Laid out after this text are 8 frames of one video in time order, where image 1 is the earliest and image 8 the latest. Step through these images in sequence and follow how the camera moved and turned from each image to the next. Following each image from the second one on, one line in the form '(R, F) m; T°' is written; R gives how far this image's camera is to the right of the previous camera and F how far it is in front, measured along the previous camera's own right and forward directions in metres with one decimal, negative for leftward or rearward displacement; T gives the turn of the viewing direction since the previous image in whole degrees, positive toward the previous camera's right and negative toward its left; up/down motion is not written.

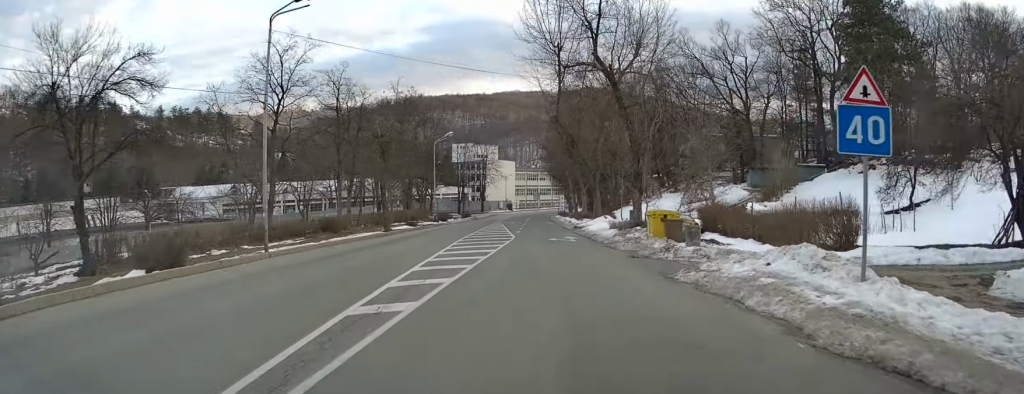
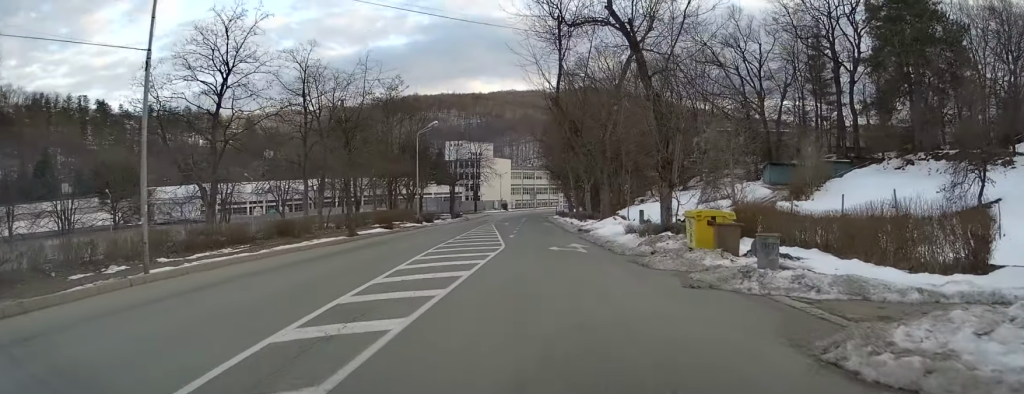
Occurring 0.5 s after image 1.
(-0.1, +6.8) m; 0°
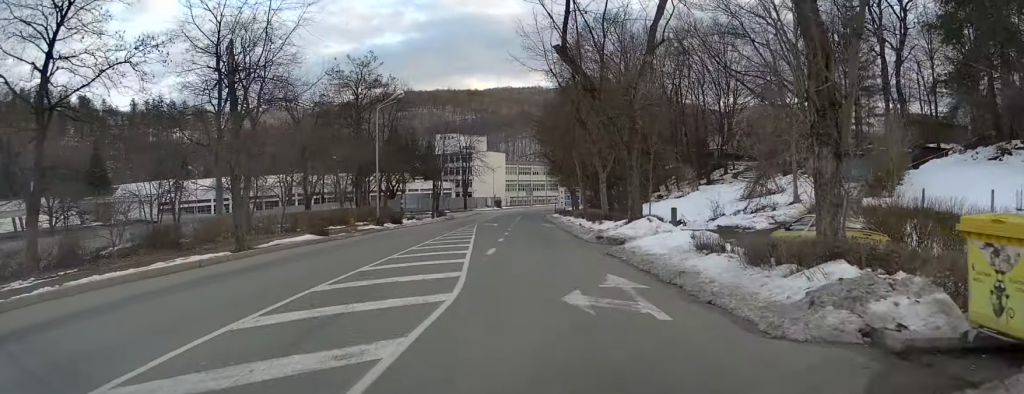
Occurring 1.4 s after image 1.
(+0.2, +12.2) m; -1°
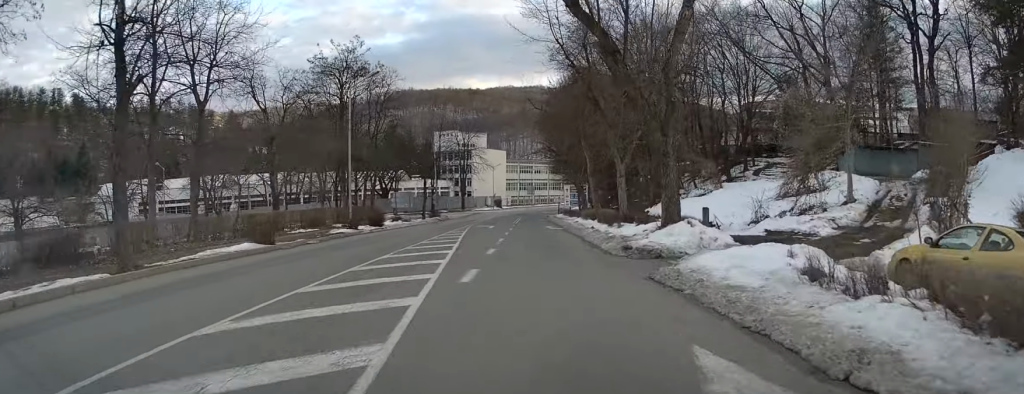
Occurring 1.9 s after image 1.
(-0.1, +6.2) m; 0°
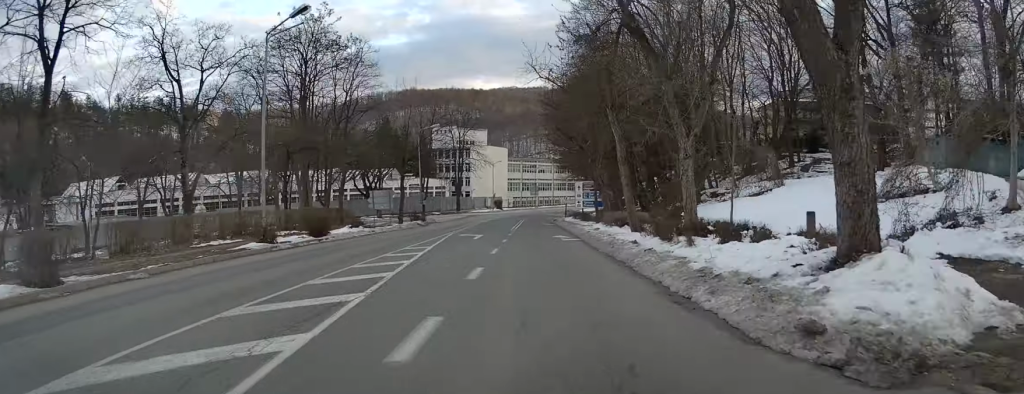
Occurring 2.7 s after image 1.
(-0.2, +11.1) m; 0°
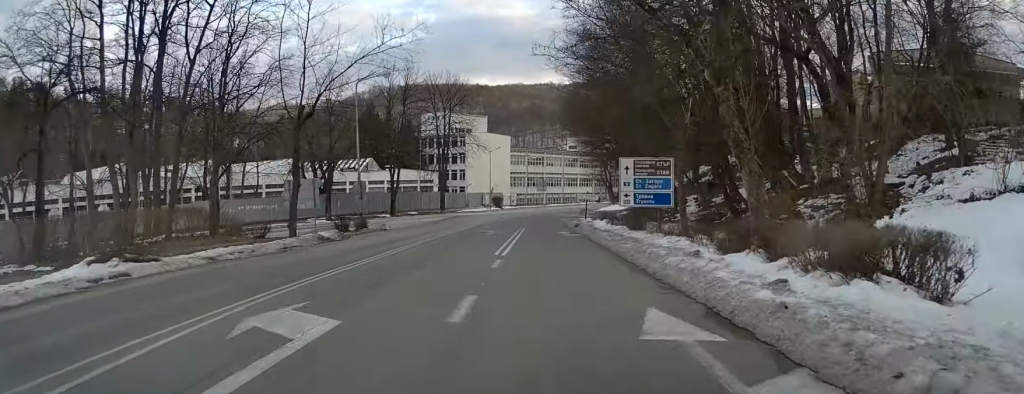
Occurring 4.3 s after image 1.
(+0.1, +21.7) m; 0°
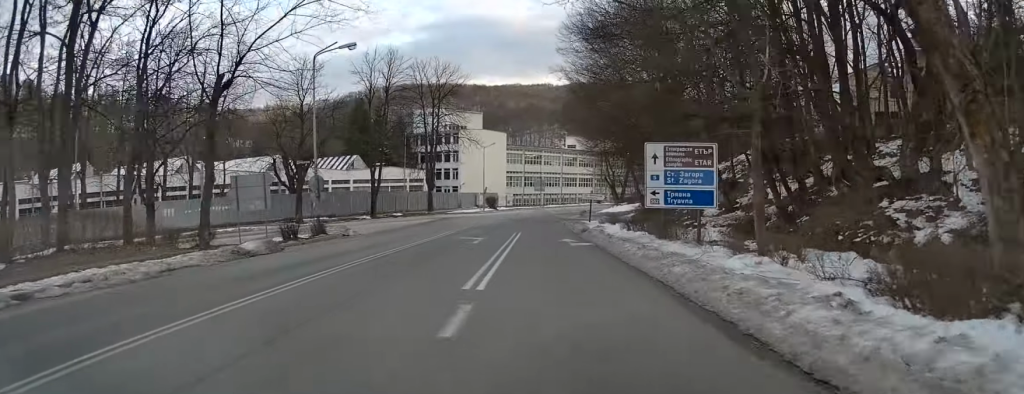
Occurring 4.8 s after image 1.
(0.0, +6.5) m; 0°
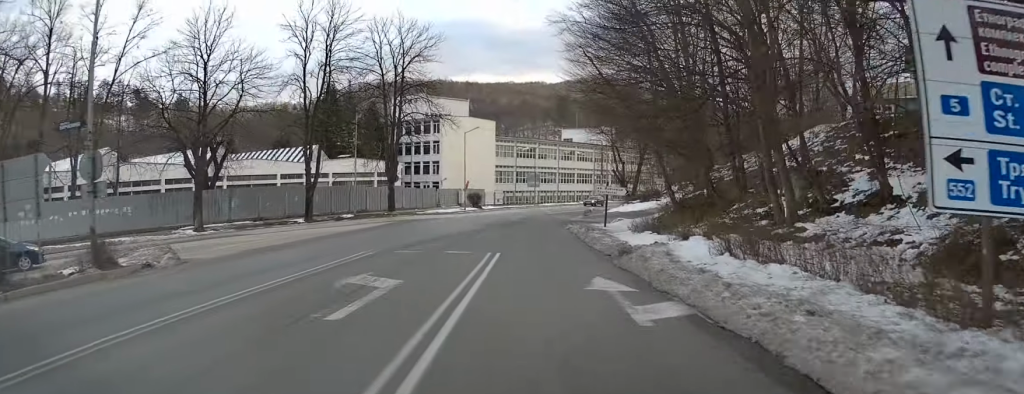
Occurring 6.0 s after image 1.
(+0.1, +14.5) m; -1°
